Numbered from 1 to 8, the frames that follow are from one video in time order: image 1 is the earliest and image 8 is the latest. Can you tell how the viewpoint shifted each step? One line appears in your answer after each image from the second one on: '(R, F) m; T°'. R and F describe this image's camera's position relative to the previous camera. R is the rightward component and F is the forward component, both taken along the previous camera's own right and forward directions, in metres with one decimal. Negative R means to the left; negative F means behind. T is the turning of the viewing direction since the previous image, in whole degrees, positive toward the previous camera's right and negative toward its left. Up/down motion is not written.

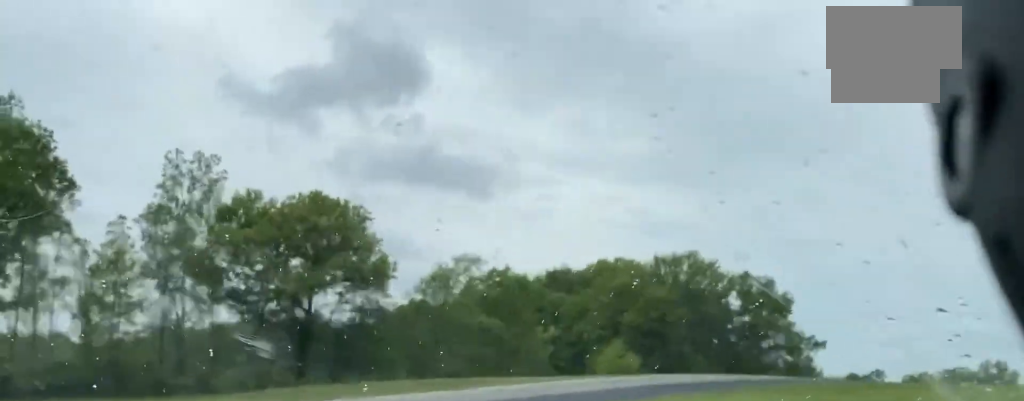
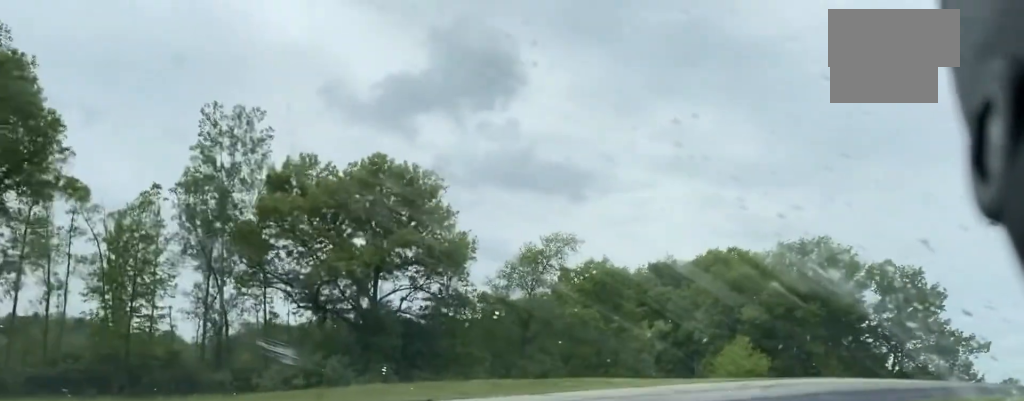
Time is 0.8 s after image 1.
(-1.2, +14.3) m; -1°
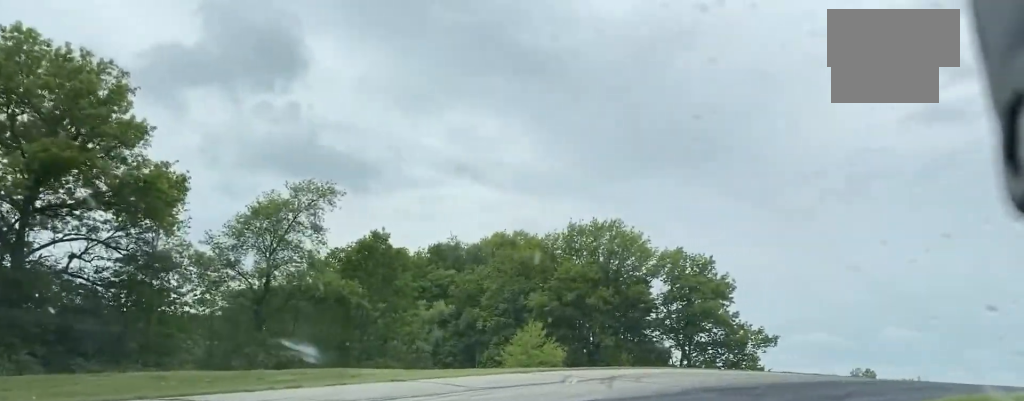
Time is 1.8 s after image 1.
(+0.6, +18.7) m; +15°
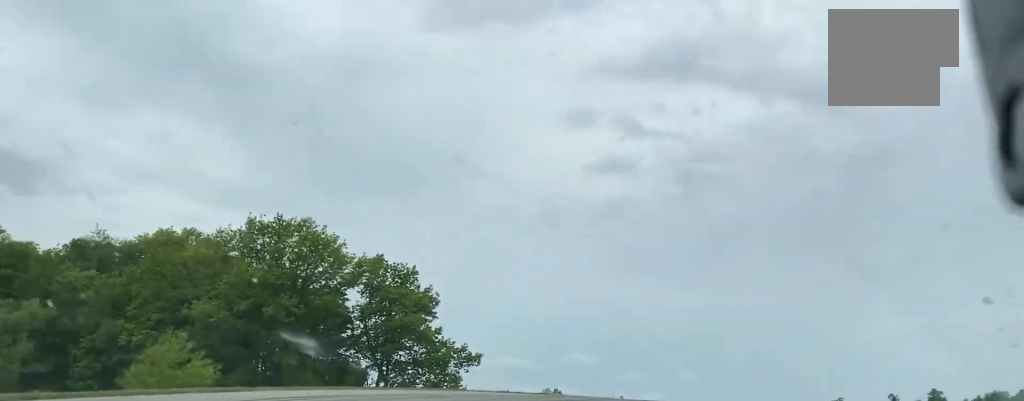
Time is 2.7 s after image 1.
(+2.9, +13.7) m; +24°
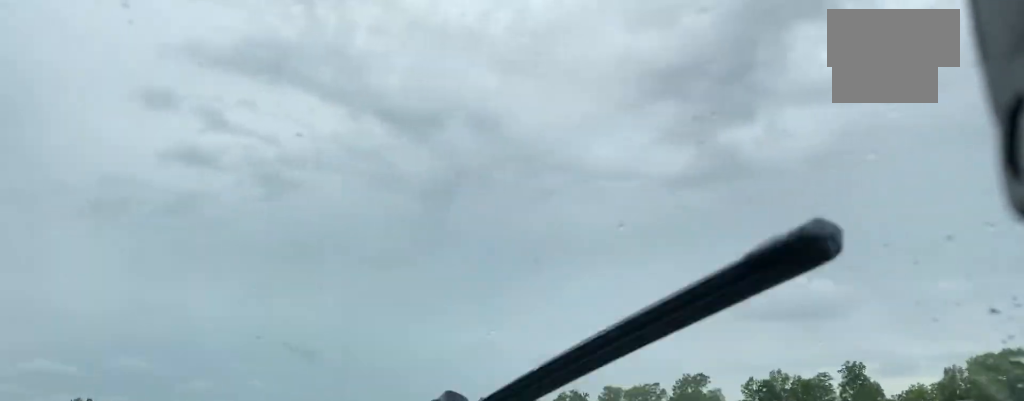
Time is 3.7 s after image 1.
(+5.1, +16.8) m; +31°
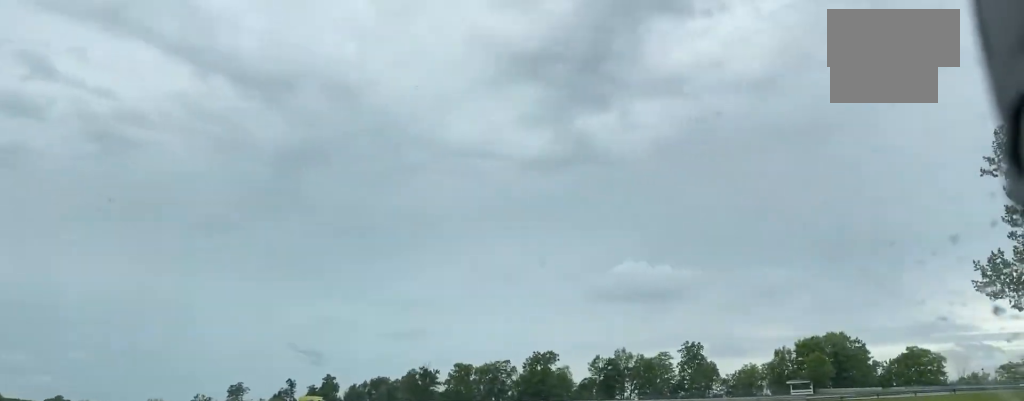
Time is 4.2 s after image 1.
(+0.4, +7.0) m; +10°
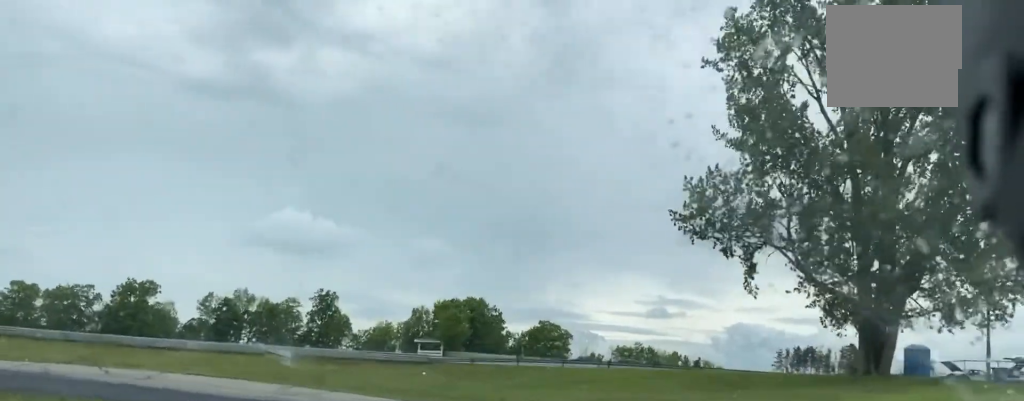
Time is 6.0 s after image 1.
(+7.2, +32.6) m; +14°
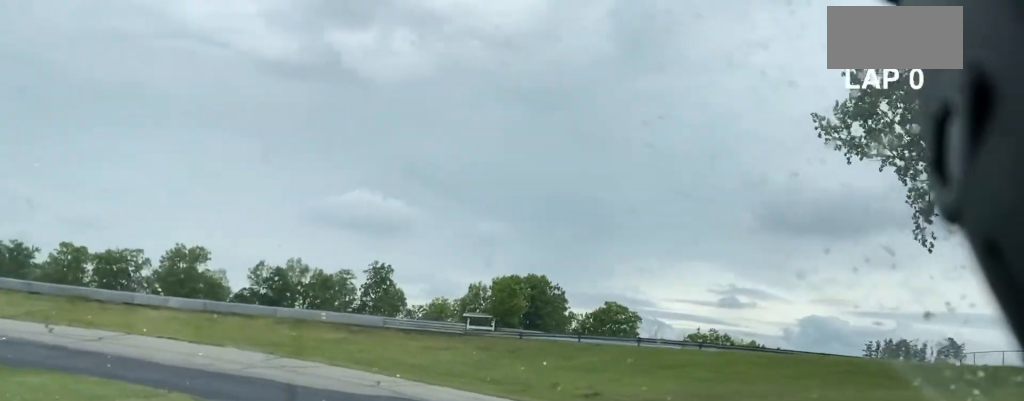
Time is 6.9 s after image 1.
(-0.5, +16.8) m; -10°
